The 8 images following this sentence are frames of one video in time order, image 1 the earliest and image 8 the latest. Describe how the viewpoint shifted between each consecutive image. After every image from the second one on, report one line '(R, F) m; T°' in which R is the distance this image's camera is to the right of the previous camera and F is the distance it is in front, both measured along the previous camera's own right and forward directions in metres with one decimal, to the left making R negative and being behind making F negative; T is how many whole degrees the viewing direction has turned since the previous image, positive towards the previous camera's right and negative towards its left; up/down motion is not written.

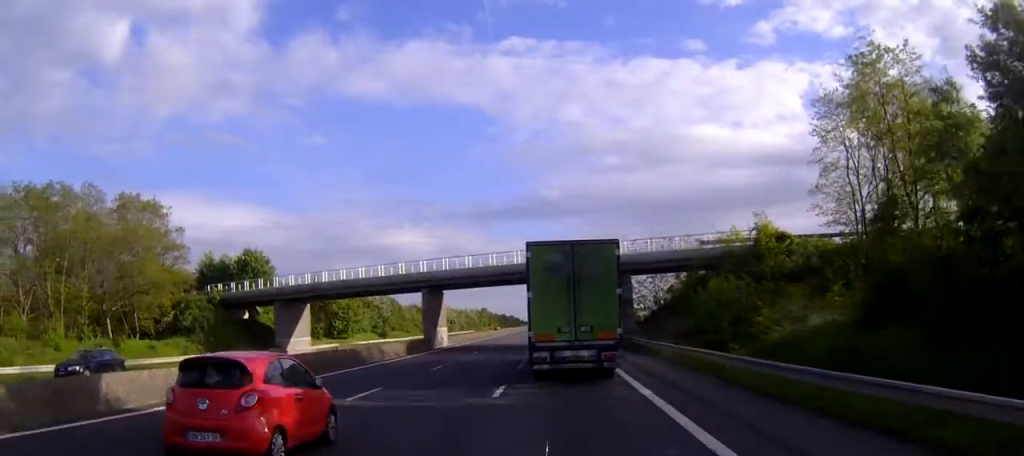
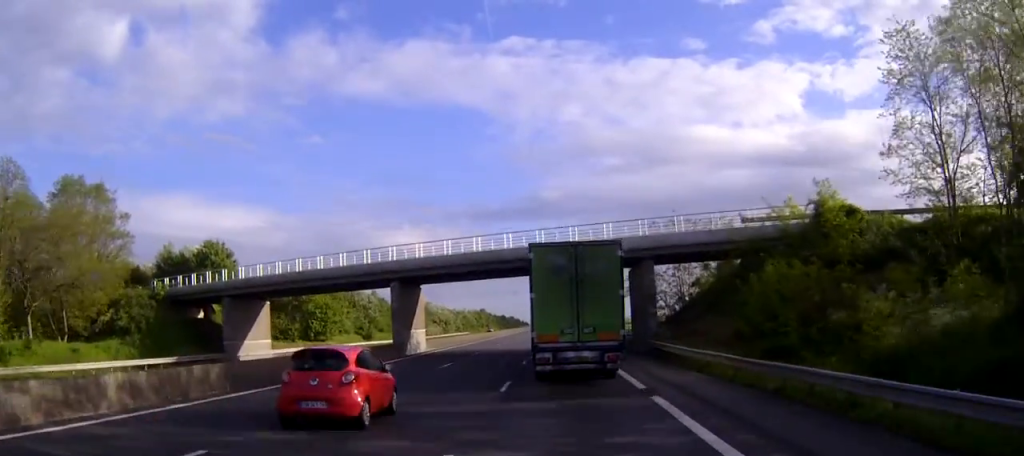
(0.0, +11.4) m; 0°
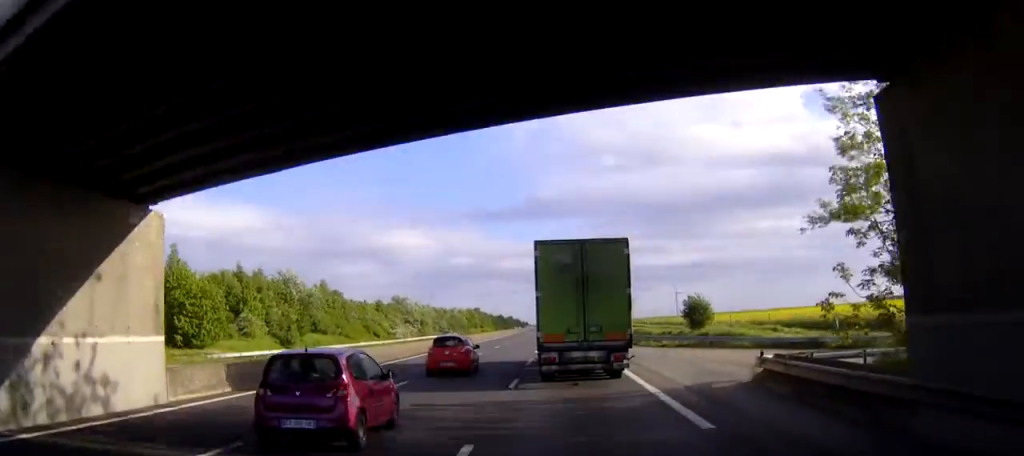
(-0.2, +38.3) m; -1°
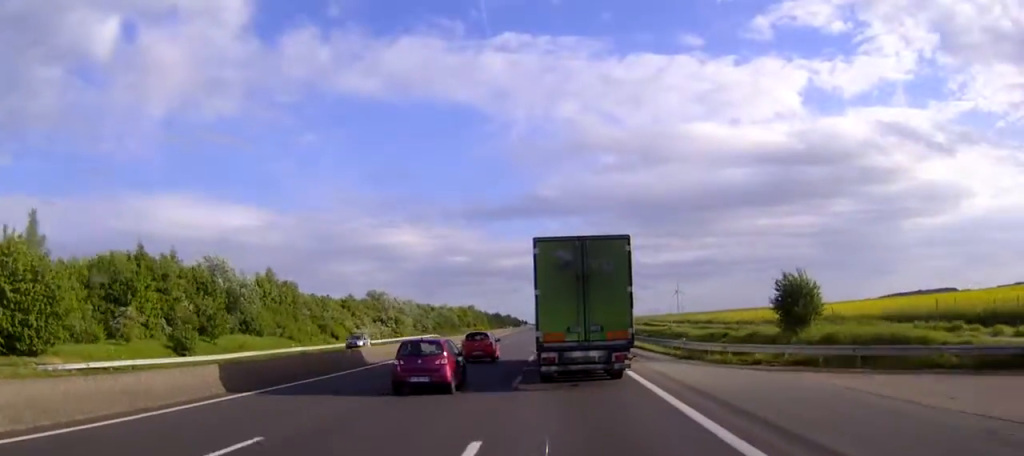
(-0.1, +25.4) m; 0°
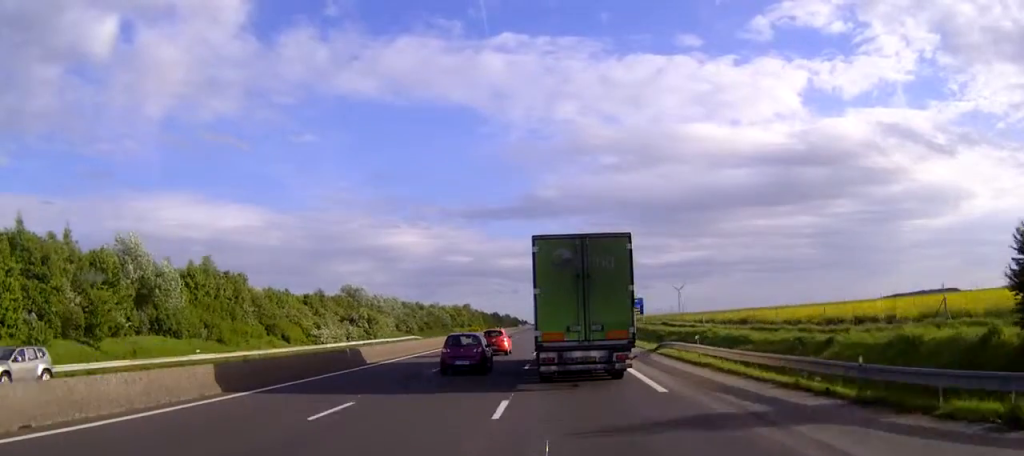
(0.0, +20.6) m; 0°
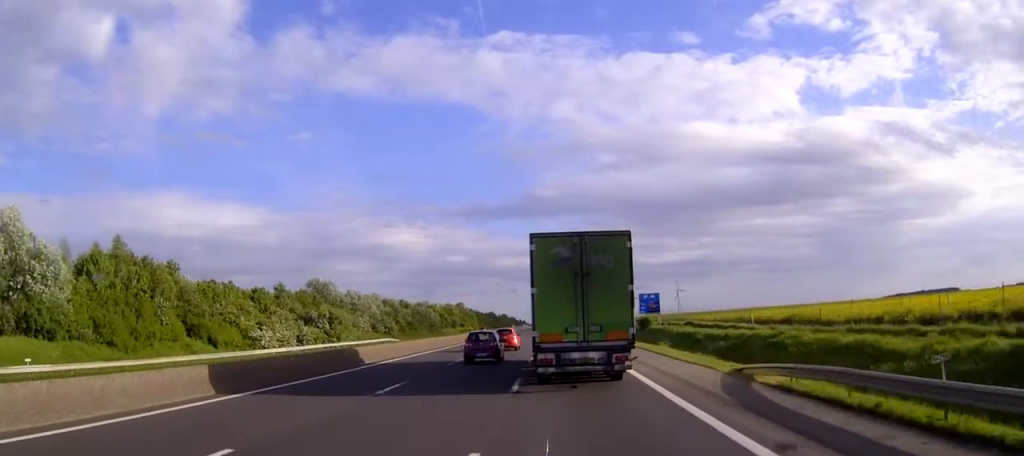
(0.0, +19.7) m; 0°
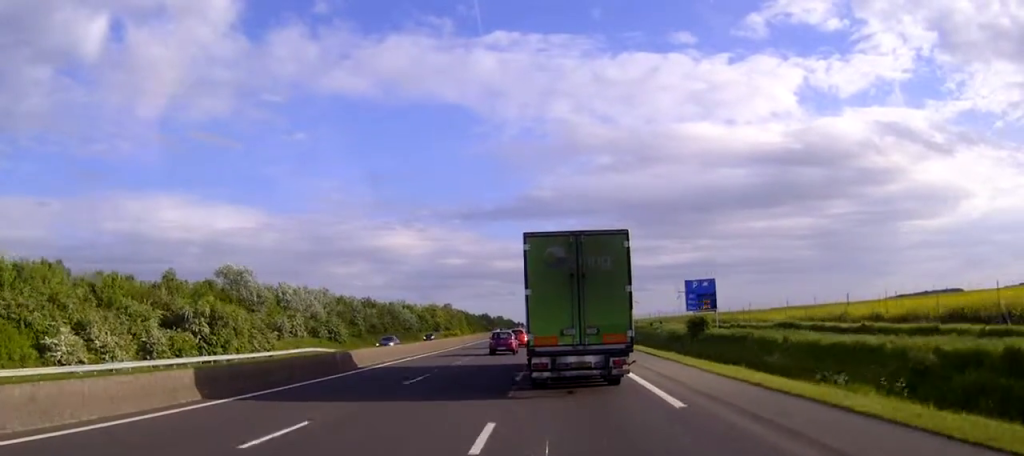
(+0.2, +35.4) m; 0°
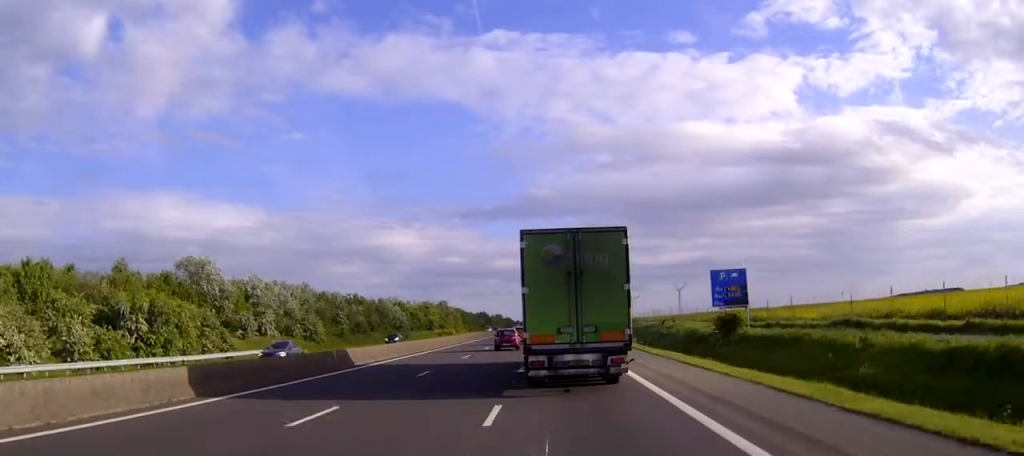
(0.0, +10.7) m; 0°
